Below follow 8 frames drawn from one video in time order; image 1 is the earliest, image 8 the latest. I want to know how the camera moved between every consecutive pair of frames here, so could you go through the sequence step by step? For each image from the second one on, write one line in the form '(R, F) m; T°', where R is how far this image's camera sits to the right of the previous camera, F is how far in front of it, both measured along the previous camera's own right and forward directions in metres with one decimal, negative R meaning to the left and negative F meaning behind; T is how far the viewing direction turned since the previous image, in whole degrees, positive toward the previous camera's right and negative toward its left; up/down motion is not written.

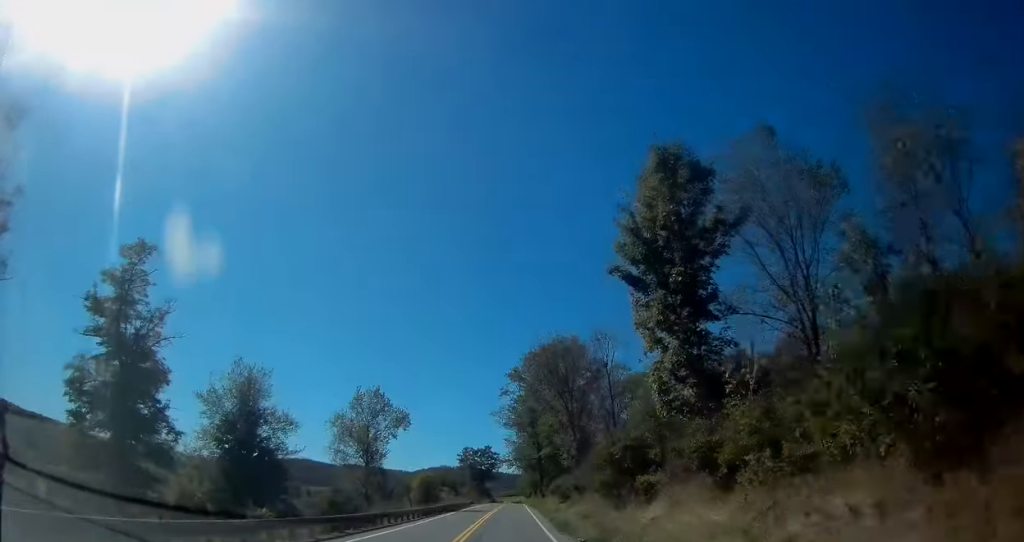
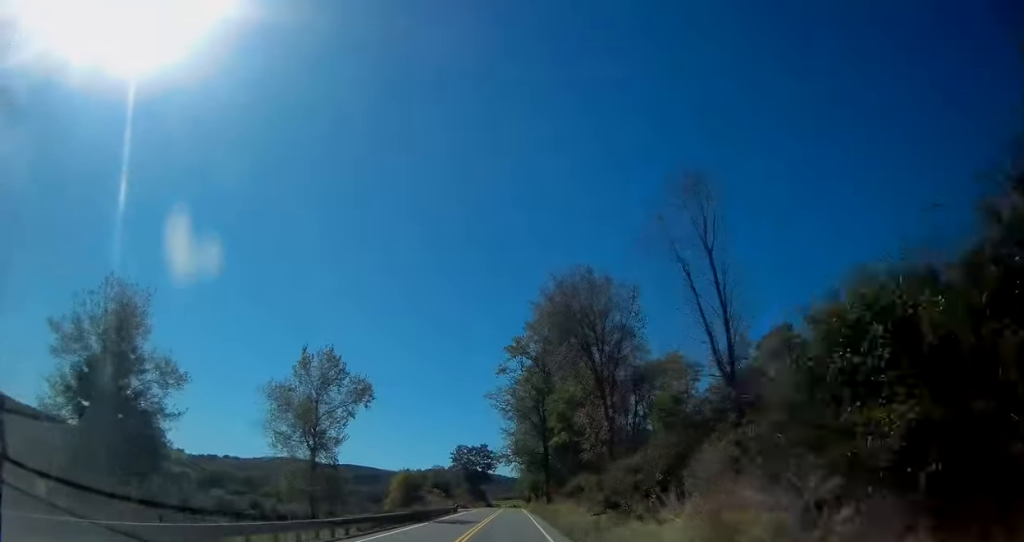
(+0.1, +18.7) m; +1°
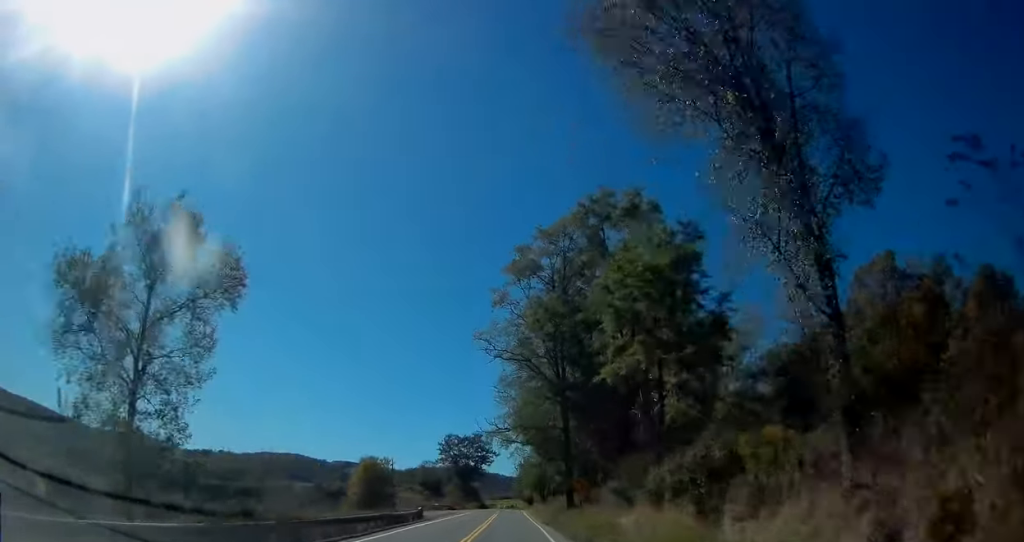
(+0.5, +26.6) m; +2°
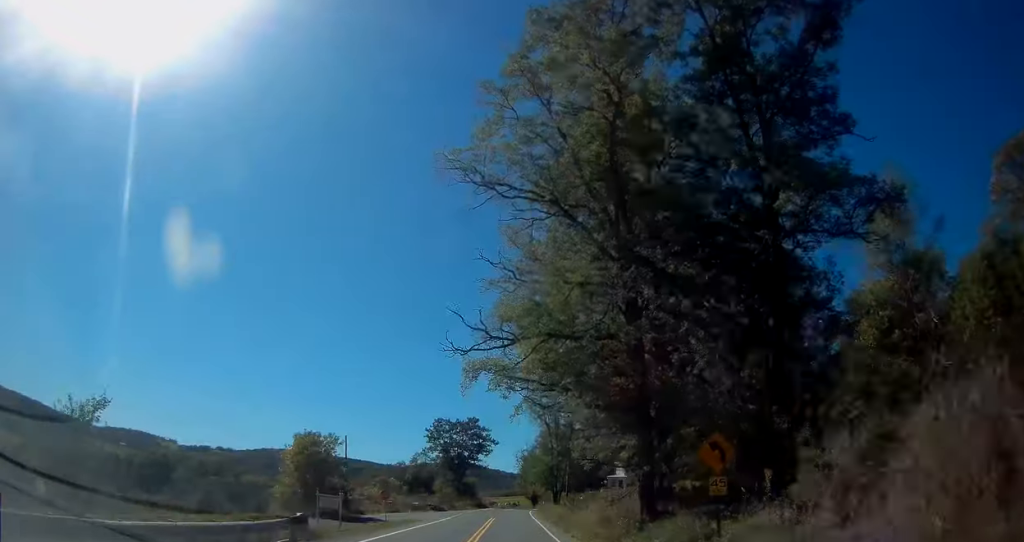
(+0.4, +24.8) m; +1°
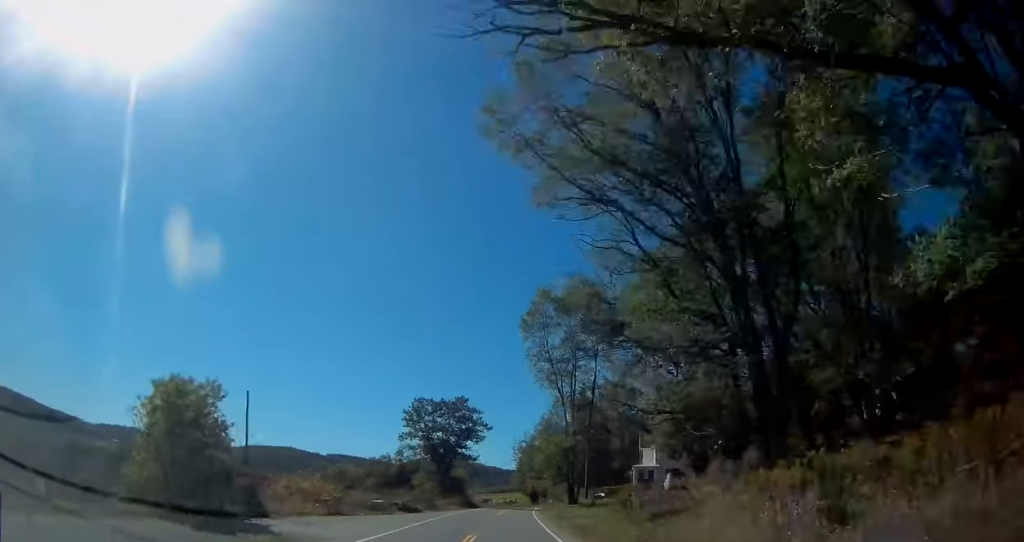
(0.0, +22.9) m; 0°
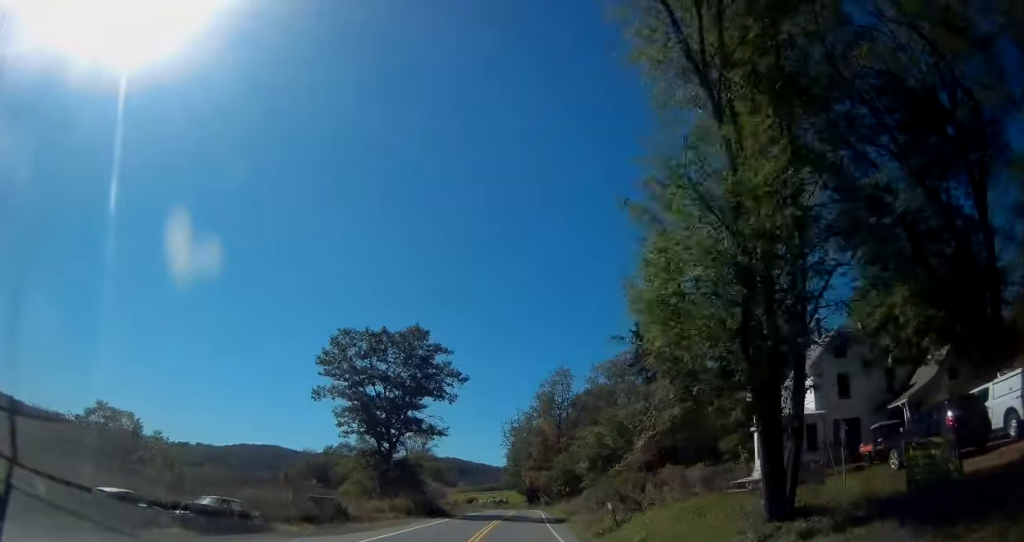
(0.0, +42.7) m; 0°
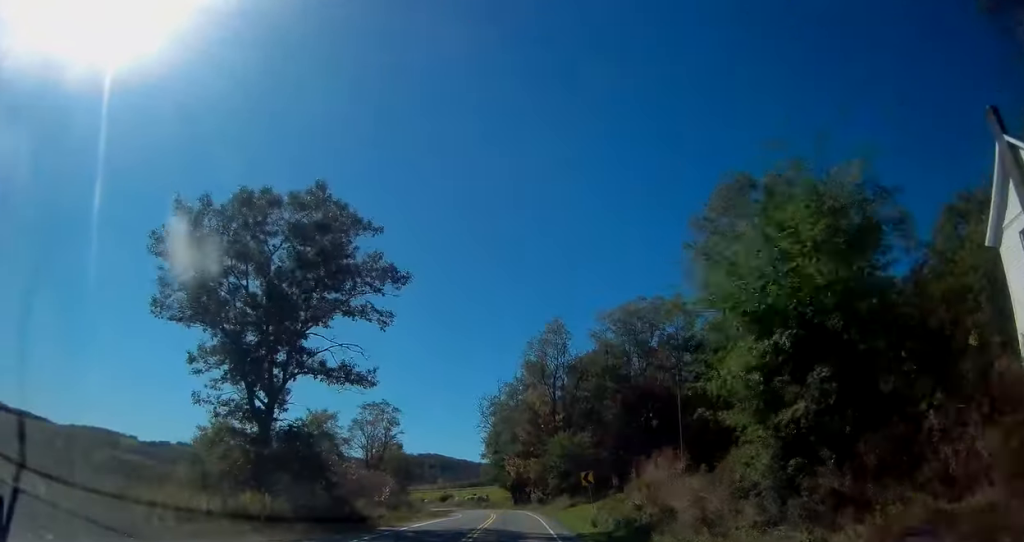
(+0.2, +28.3) m; +1°
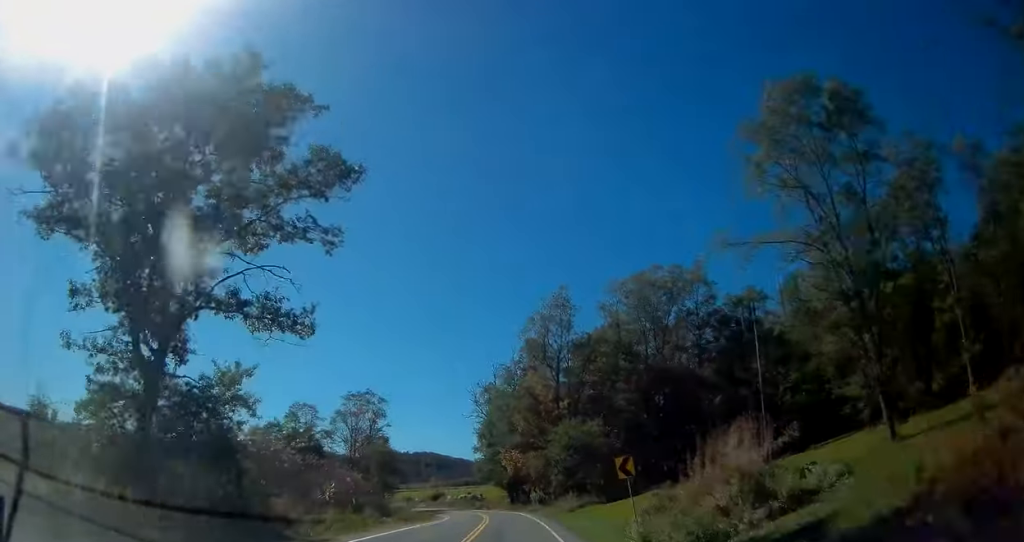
(0.0, +11.9) m; +1°
